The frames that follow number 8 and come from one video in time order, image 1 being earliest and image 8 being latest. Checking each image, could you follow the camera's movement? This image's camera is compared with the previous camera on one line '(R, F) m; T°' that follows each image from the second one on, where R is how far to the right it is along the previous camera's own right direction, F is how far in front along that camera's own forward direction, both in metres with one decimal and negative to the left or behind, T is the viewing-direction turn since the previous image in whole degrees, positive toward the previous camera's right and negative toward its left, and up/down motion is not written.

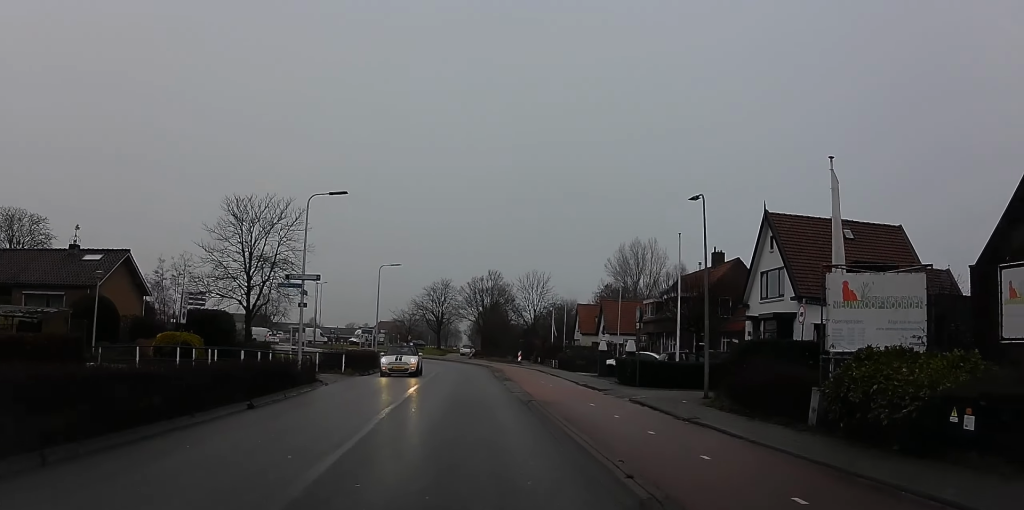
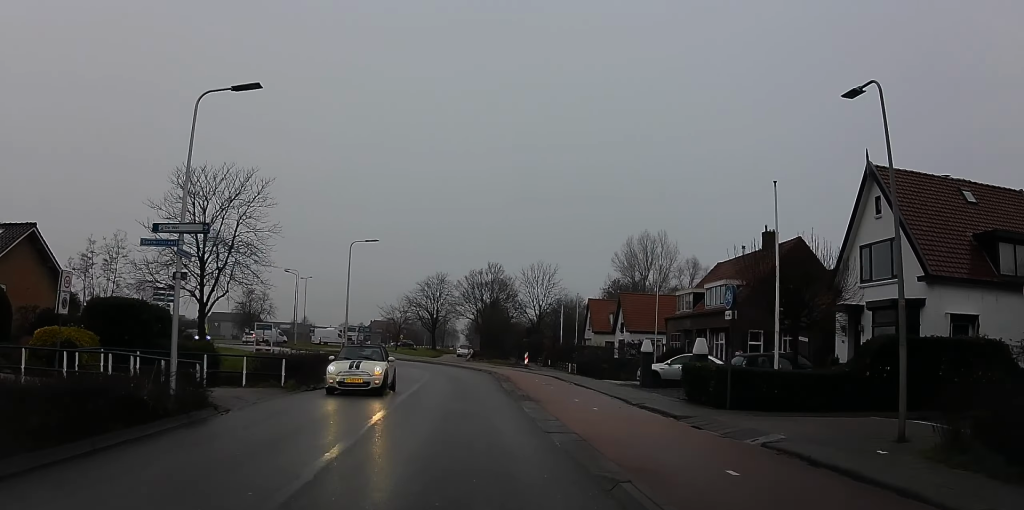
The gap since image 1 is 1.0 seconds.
(+0.4, +11.0) m; +1°
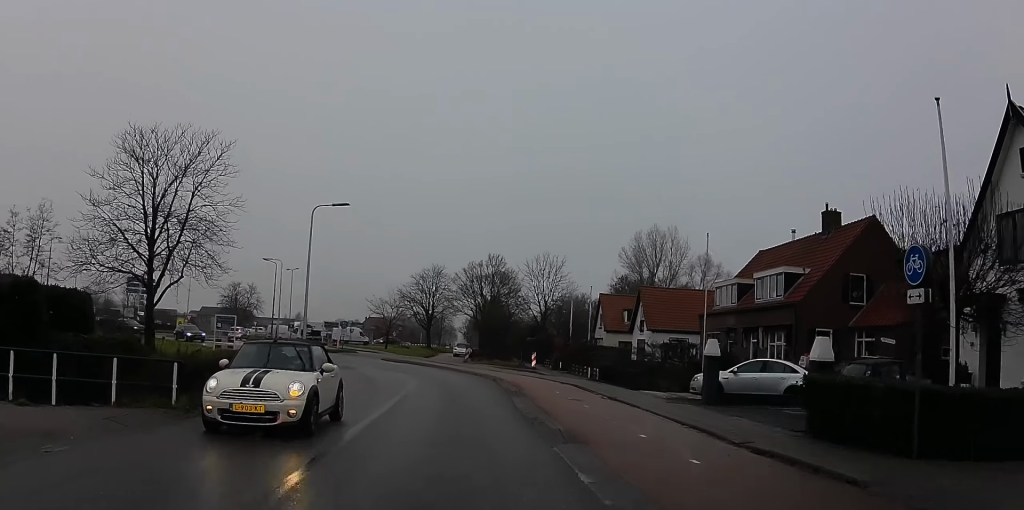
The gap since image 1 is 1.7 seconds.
(-0.1, +8.4) m; -1°
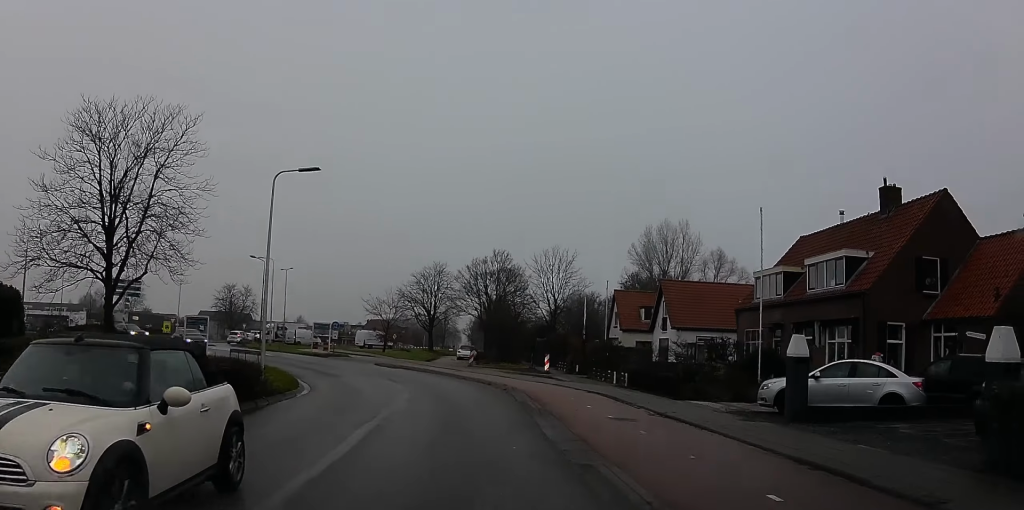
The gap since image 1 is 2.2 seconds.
(-0.1, +5.7) m; -1°
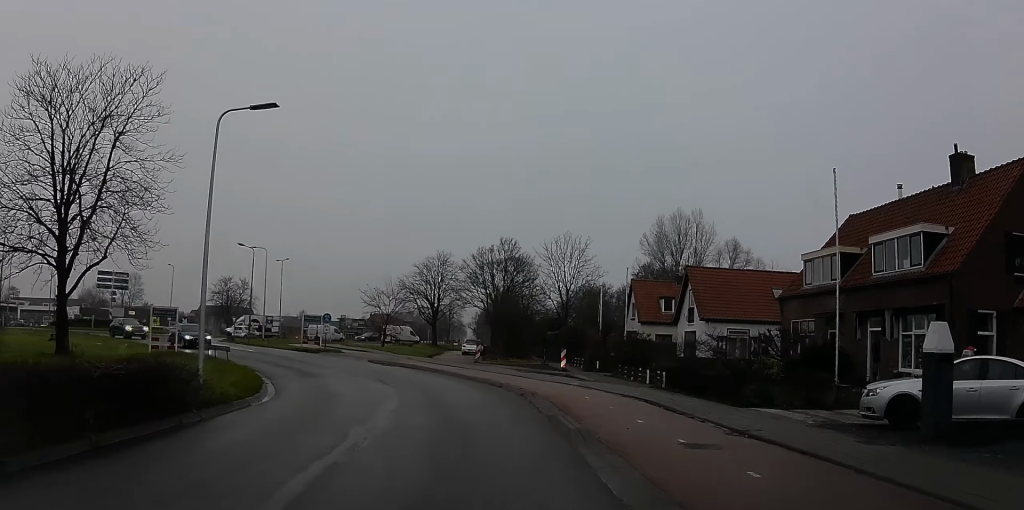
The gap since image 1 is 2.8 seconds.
(0.0, +5.4) m; 0°
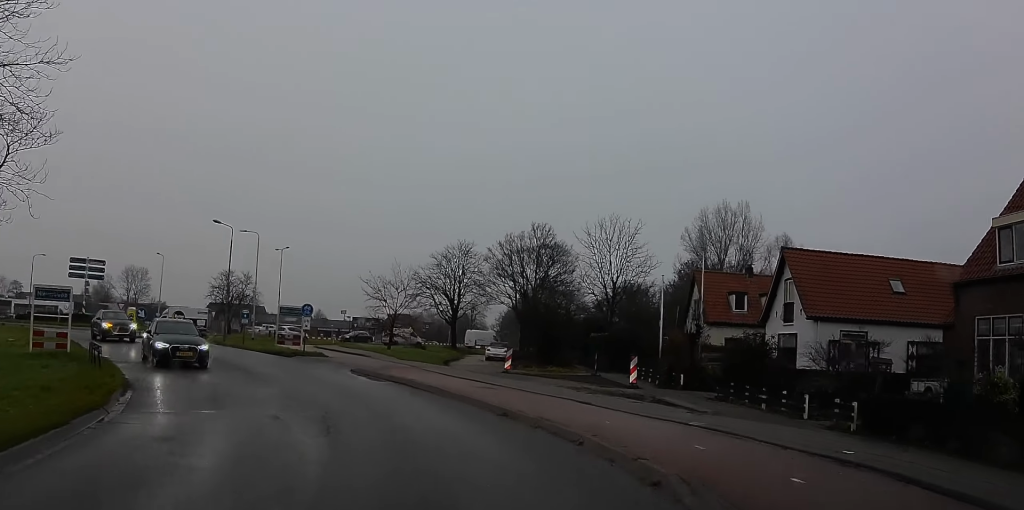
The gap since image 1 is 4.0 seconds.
(0.0, +12.0) m; 0°
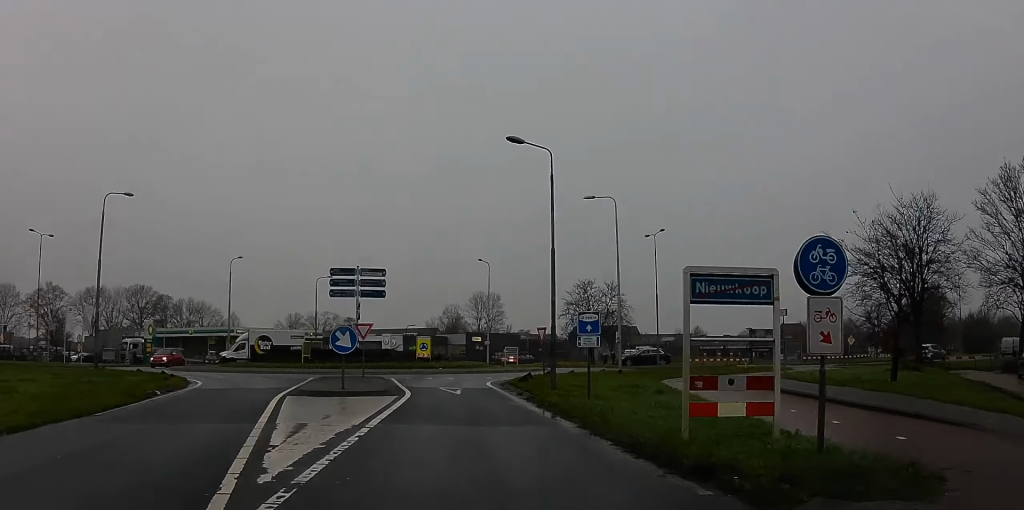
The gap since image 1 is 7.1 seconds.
(-5.4, +27.4) m; -31°
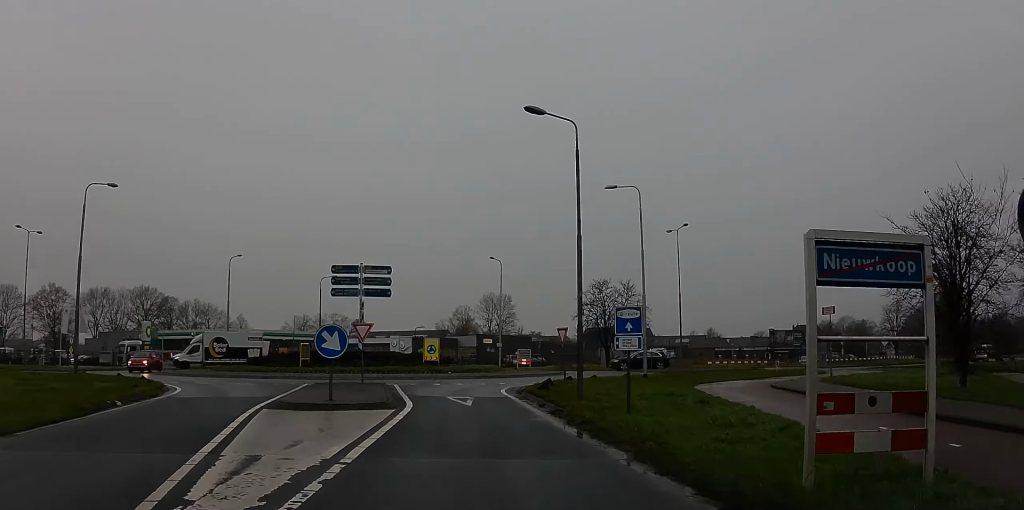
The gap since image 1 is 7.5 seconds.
(-0.4, +3.5) m; -2°
